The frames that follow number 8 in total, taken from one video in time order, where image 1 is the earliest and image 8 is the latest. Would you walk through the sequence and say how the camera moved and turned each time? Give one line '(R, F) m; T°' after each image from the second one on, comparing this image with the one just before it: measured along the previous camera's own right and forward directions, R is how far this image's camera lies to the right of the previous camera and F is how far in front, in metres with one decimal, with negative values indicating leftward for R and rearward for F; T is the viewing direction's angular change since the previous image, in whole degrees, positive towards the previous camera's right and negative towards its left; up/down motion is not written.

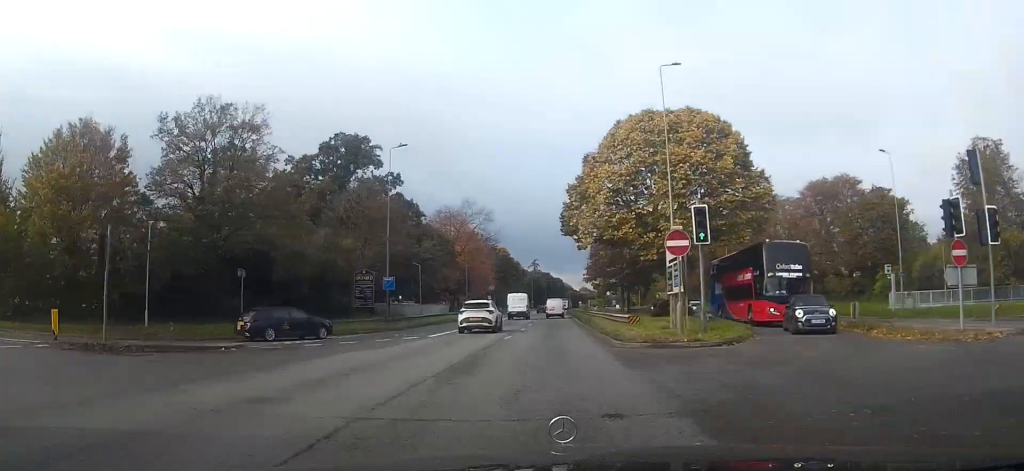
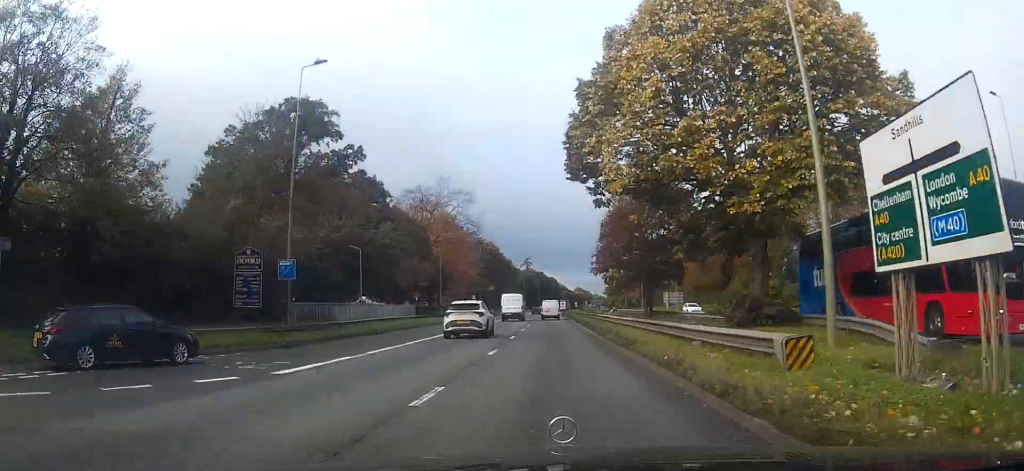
(+0.1, +16.2) m; 0°
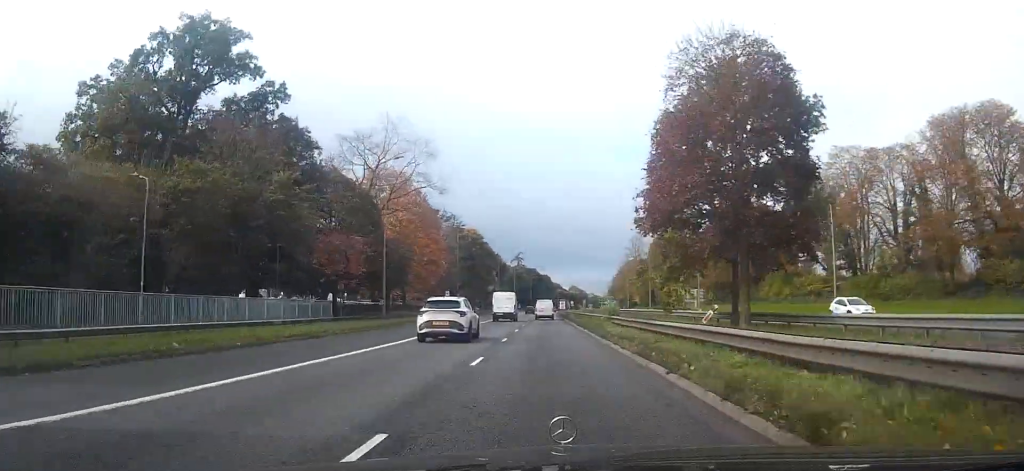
(0.0, +22.0) m; 0°
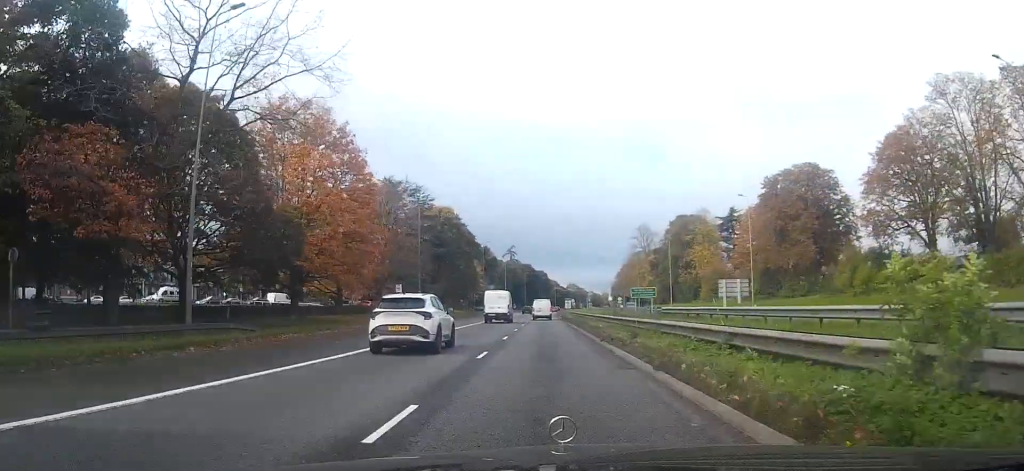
(0.0, +26.4) m; 0°
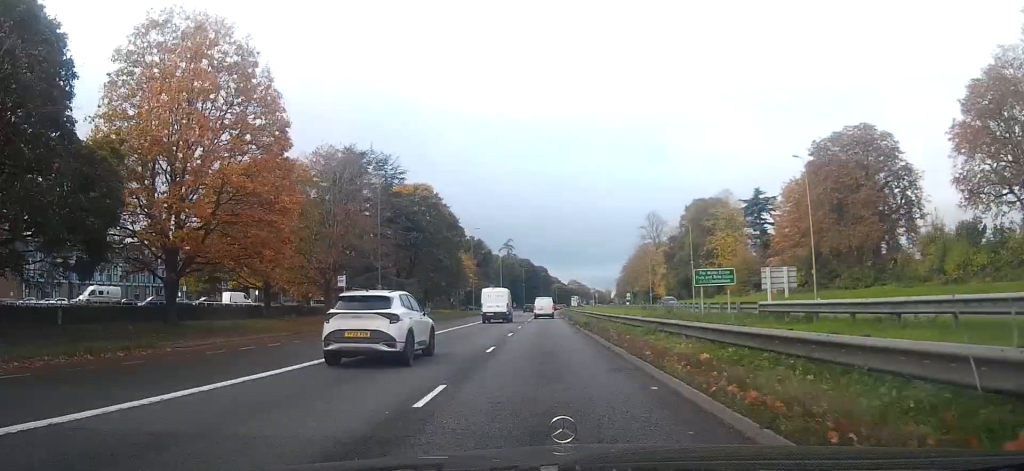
(0.0, +16.7) m; 0°
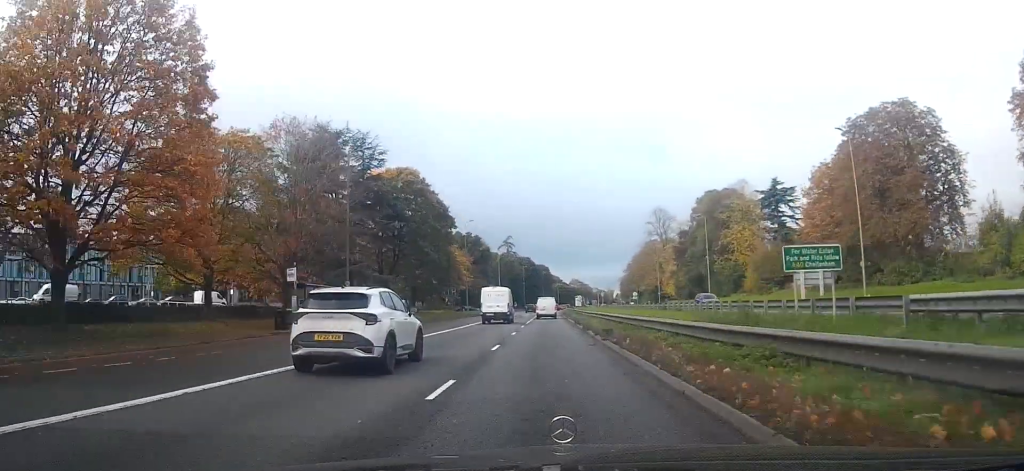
(0.0, +8.8) m; 0°
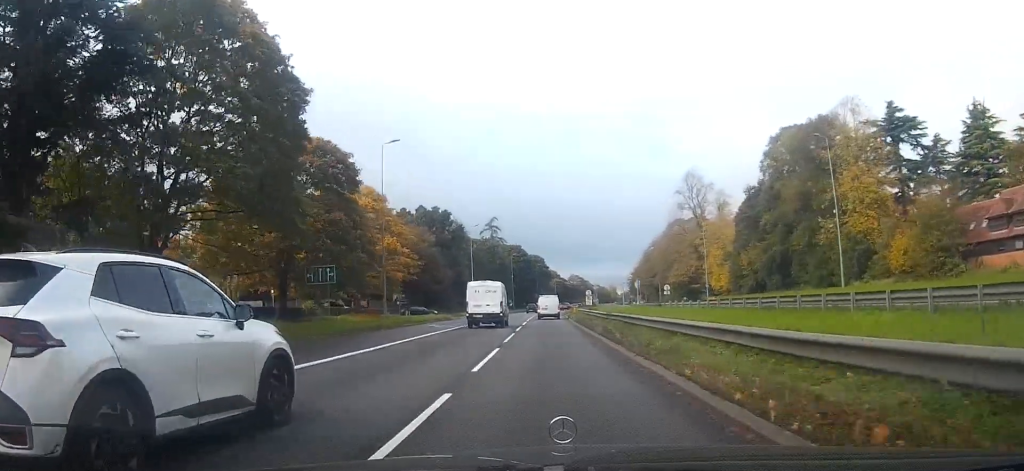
(0.0, +41.4) m; 0°
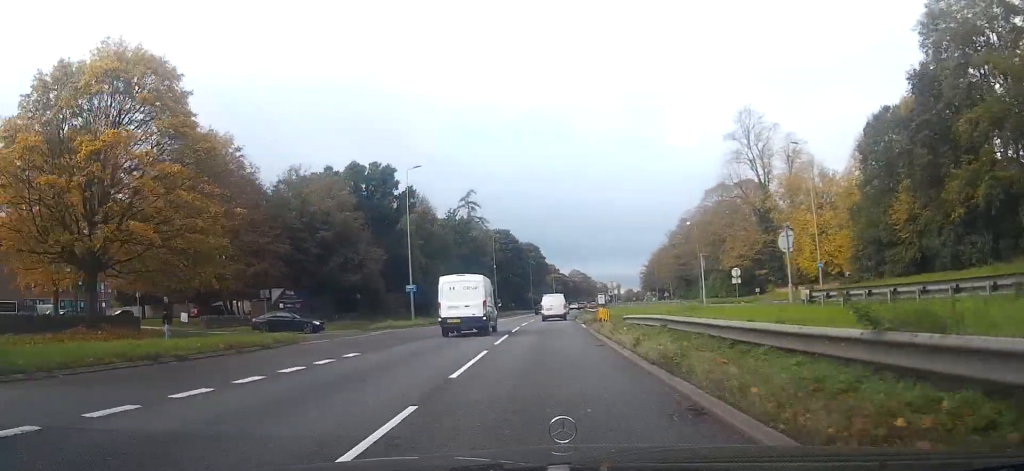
(+0.2, +38.1) m; +1°
